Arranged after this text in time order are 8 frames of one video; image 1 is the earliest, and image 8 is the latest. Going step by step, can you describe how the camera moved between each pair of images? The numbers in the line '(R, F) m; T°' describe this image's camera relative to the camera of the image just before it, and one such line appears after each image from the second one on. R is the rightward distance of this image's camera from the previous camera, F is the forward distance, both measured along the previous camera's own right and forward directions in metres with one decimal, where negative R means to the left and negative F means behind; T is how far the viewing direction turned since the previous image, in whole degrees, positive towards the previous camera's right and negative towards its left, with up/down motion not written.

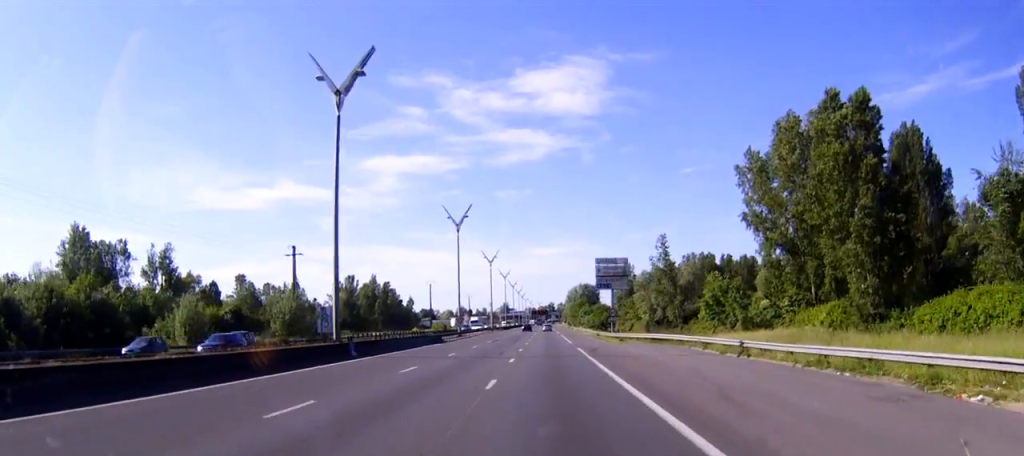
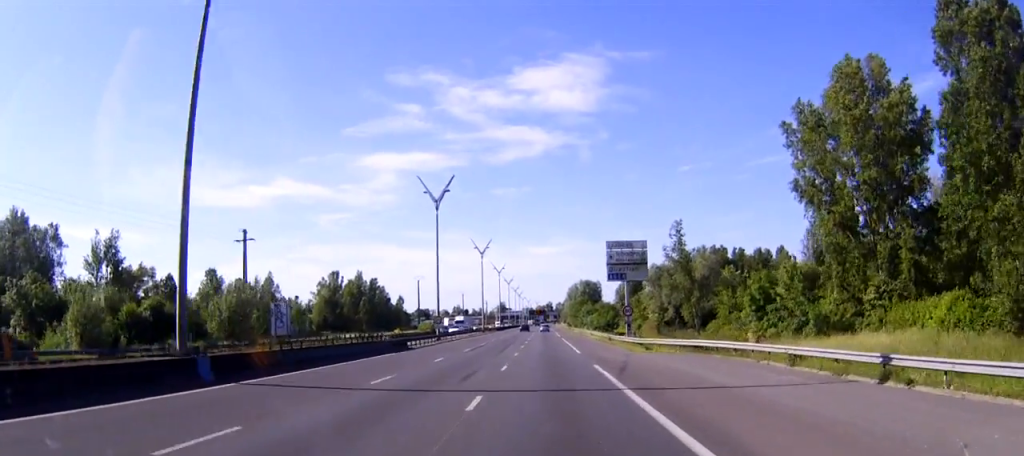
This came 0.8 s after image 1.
(0.0, +17.0) m; 0°
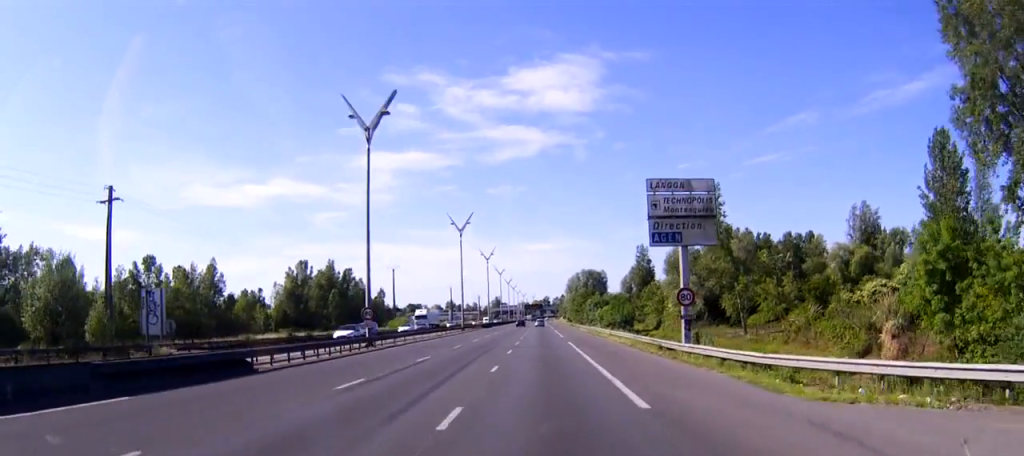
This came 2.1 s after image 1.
(+0.1, +29.0) m; 0°
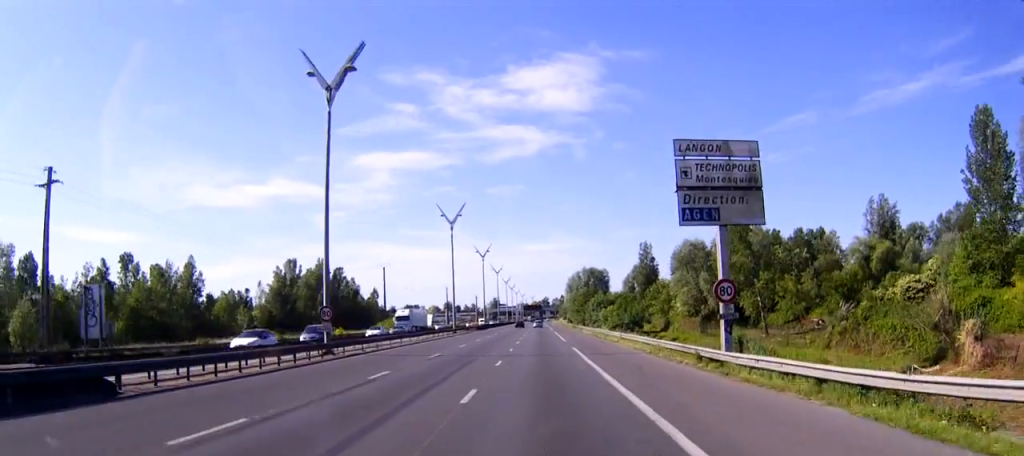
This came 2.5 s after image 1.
(0.0, +8.9) m; 0°
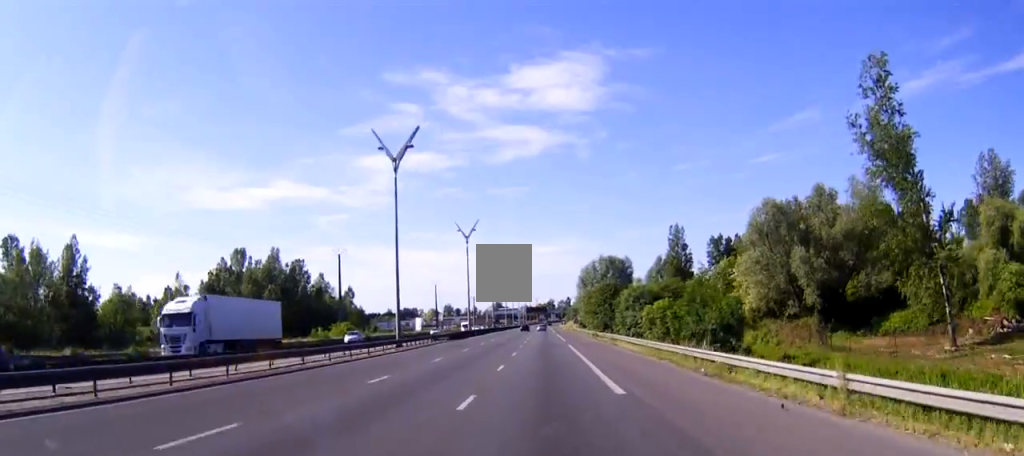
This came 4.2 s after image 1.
(-0.2, +39.1) m; 0°
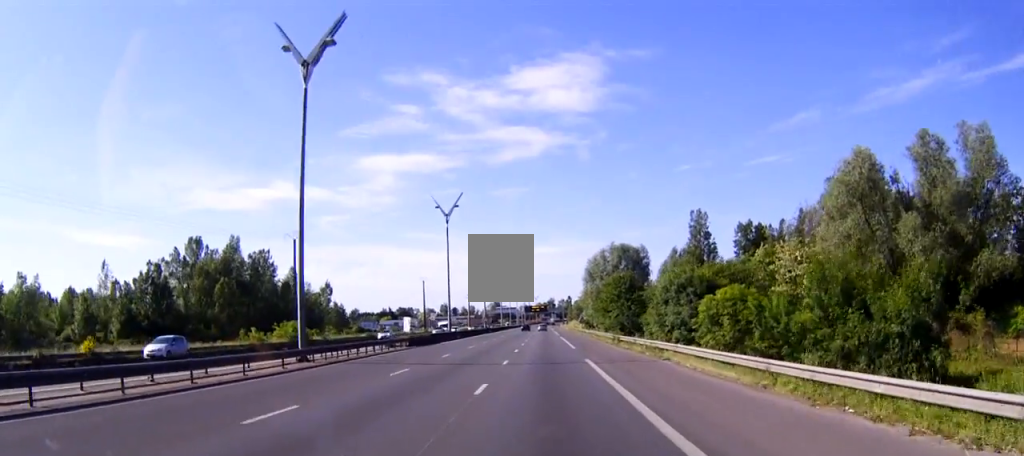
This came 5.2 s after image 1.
(0.0, +22.7) m; 0°
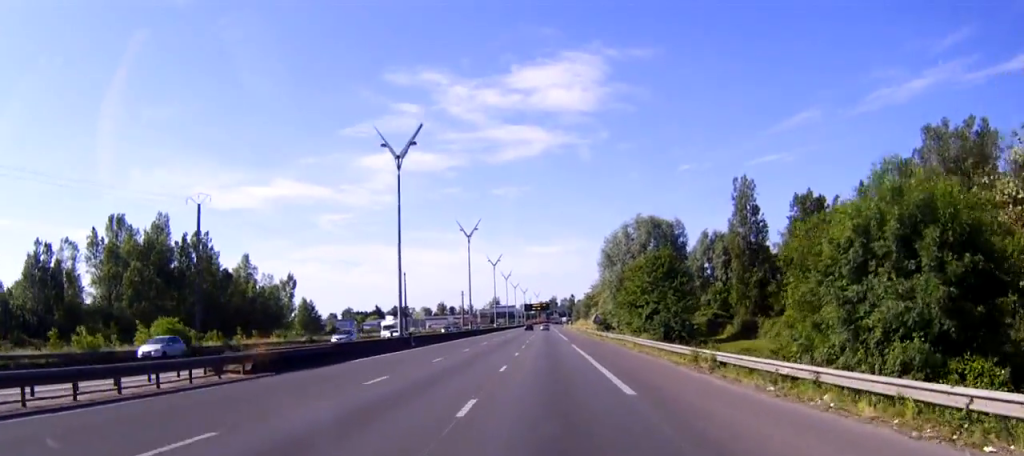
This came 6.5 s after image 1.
(0.0, +30.4) m; 0°
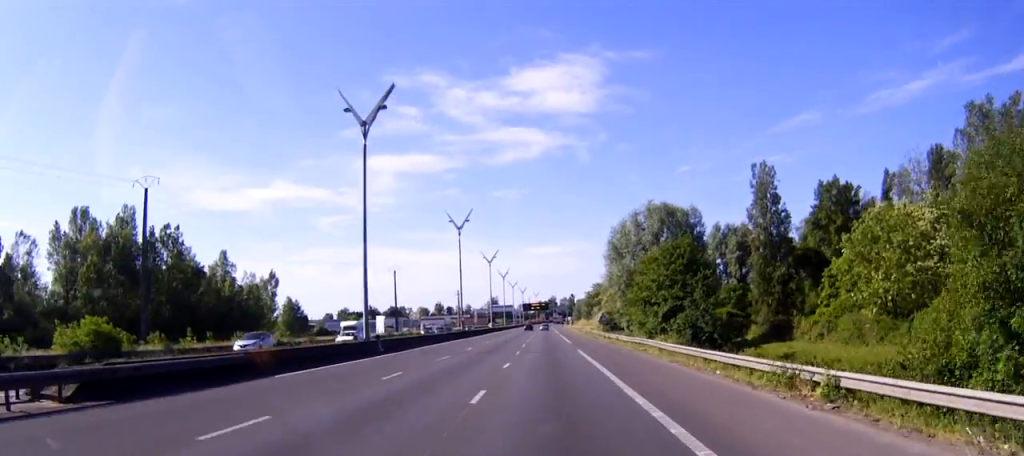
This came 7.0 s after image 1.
(0.0, +10.6) m; 0°
